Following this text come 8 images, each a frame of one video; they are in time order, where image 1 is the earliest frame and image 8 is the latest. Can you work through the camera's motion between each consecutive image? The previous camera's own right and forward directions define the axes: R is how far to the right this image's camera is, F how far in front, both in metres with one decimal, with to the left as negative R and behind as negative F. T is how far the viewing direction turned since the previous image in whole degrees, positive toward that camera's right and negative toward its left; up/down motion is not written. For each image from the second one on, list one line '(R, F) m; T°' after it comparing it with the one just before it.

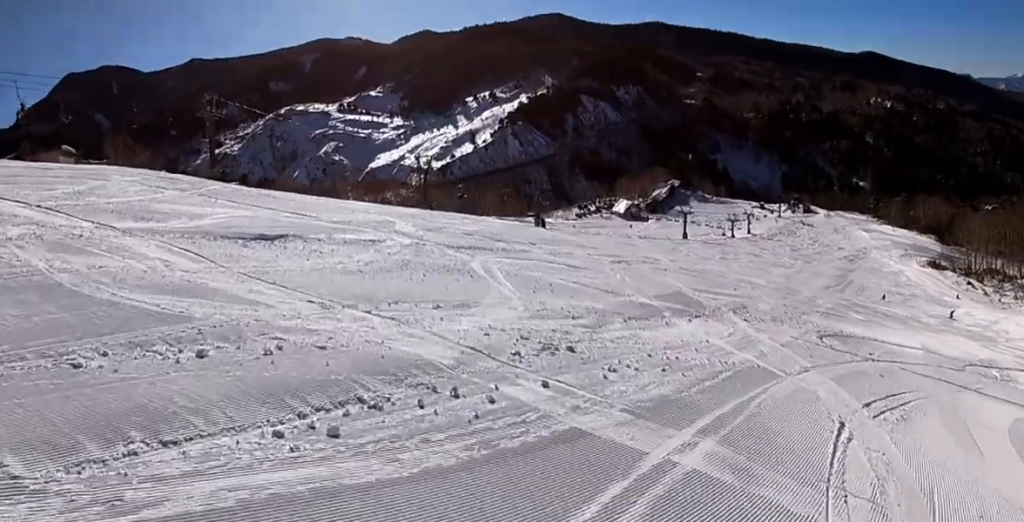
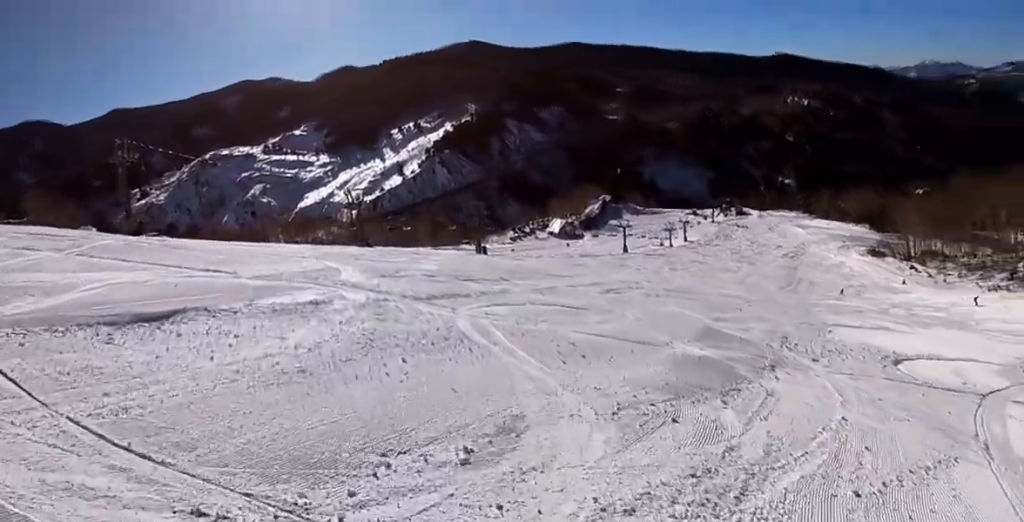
(+0.2, +4.5) m; +9°
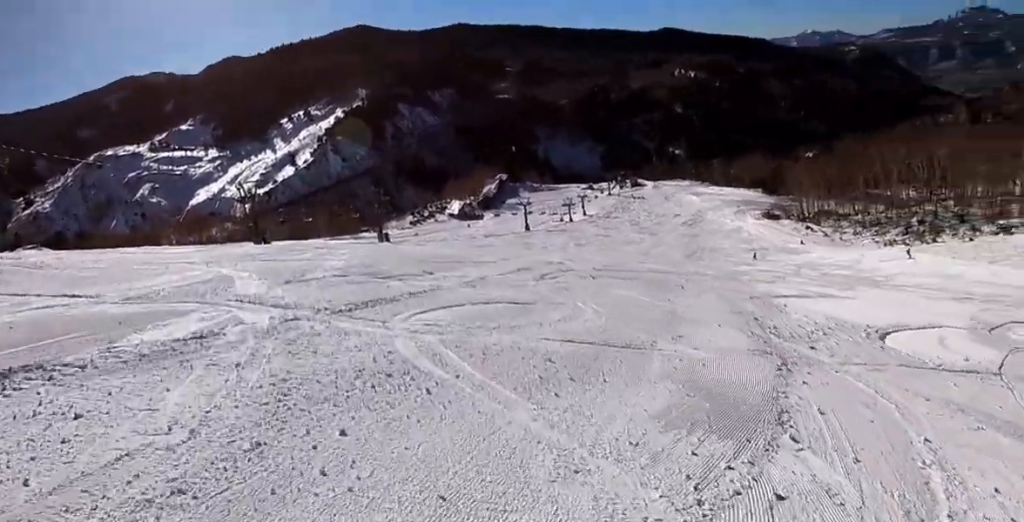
(+0.3, +3.0) m; +14°
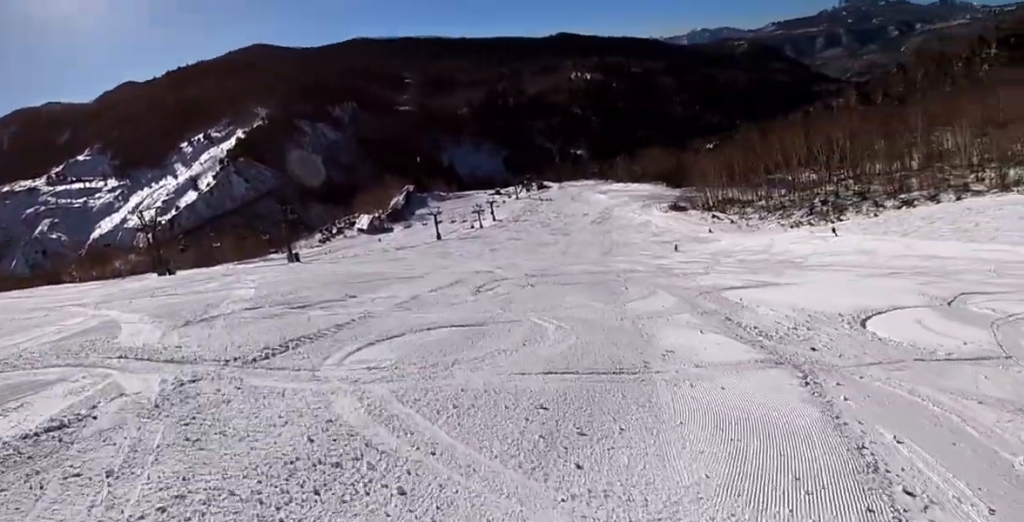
(-0.3, +2.2) m; +11°
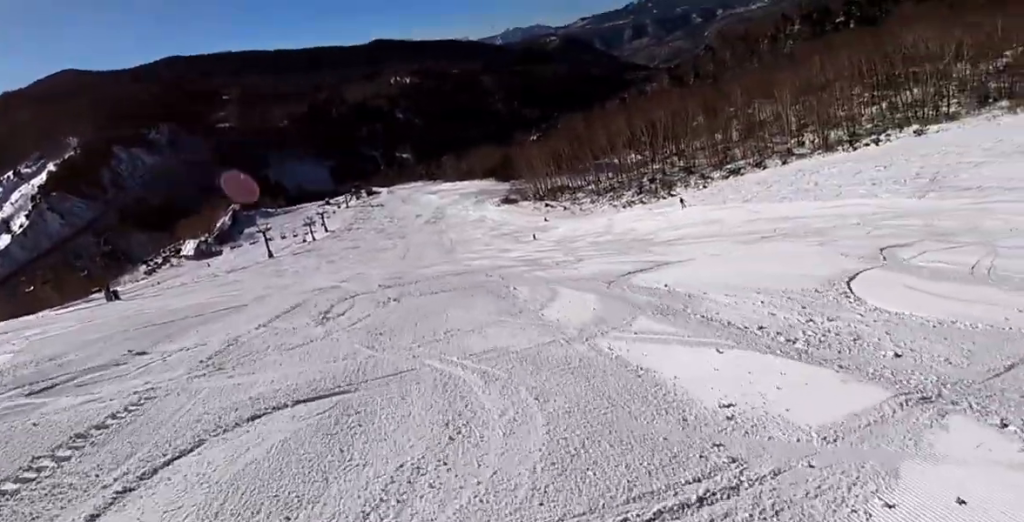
(+1.5, +4.3) m; +38°
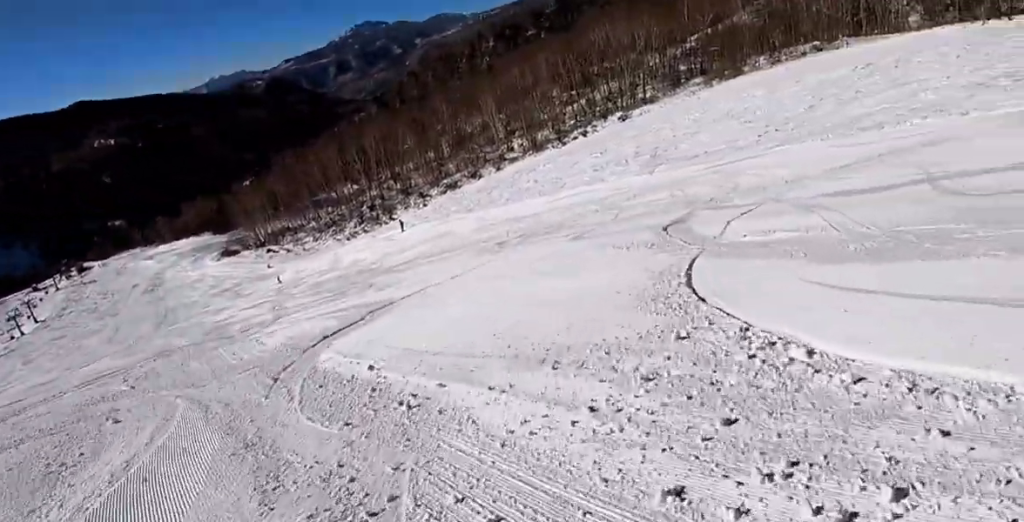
(+2.8, +4.8) m; +30°
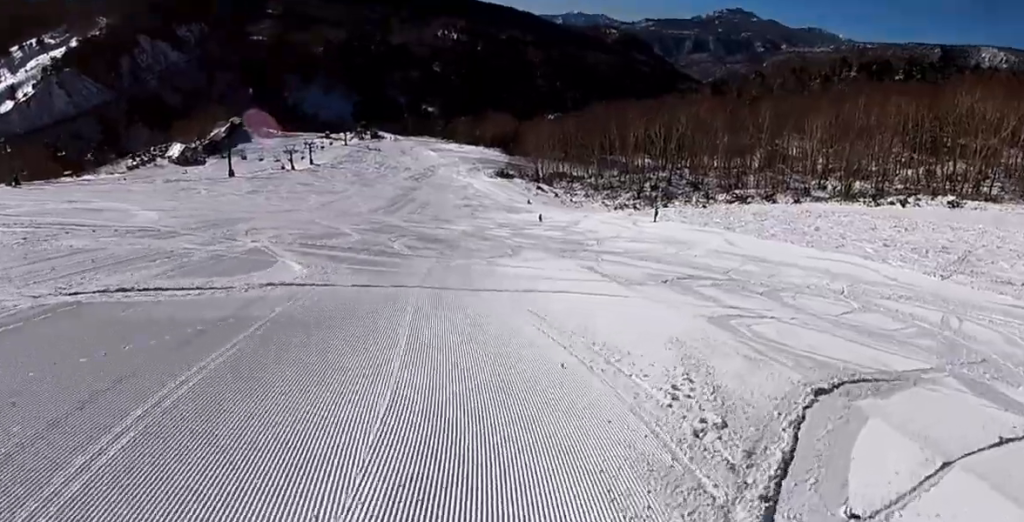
(-1.9, +8.1) m; -39°
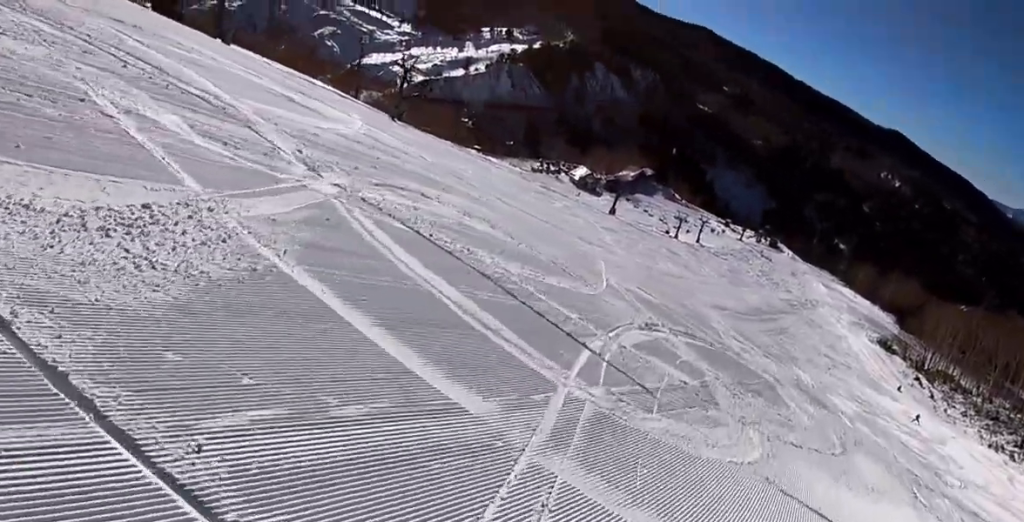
(-3.6, +6.7) m; -47°
